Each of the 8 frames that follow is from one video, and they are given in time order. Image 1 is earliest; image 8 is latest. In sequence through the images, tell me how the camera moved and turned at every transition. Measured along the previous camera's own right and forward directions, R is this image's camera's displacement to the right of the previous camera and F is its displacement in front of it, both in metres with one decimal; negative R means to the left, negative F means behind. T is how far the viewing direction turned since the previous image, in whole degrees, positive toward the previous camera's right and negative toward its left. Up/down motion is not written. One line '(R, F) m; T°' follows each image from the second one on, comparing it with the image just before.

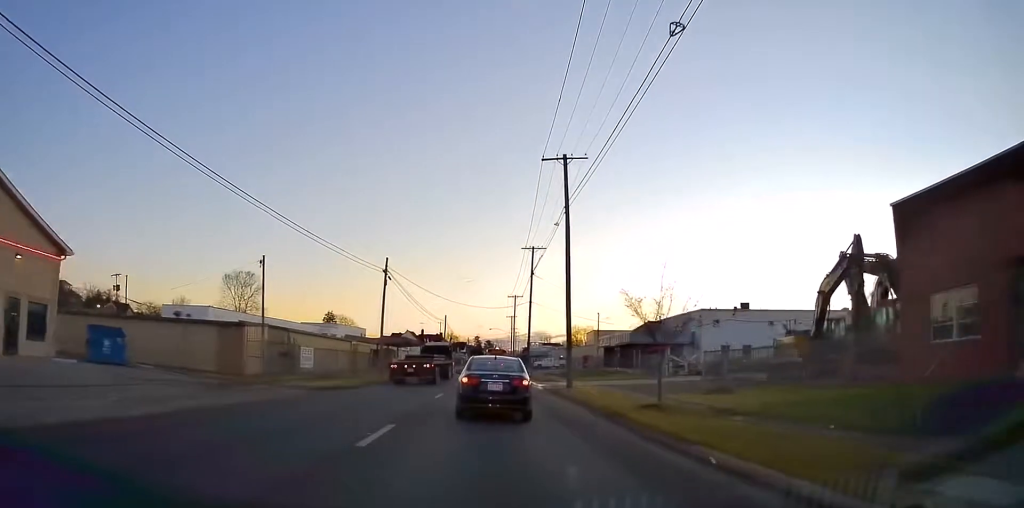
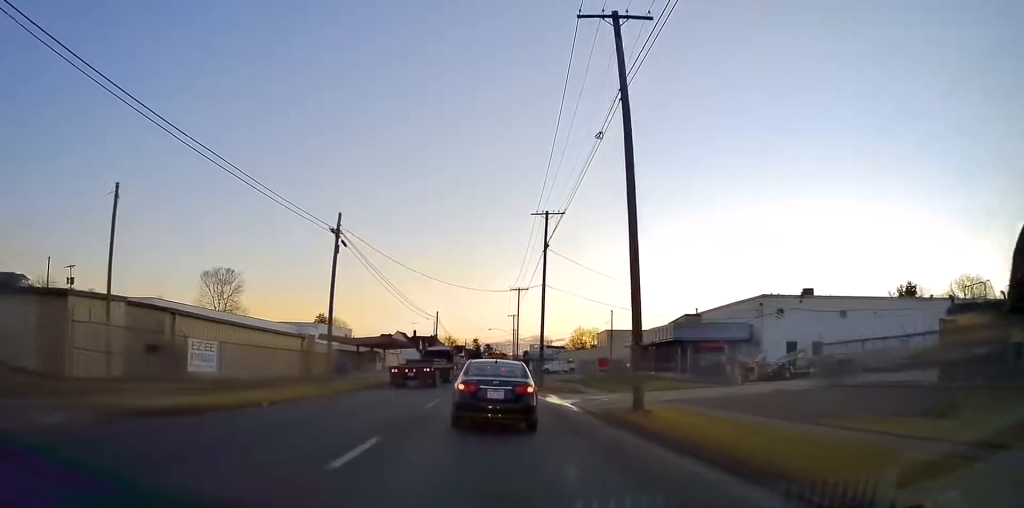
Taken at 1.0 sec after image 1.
(+0.1, +14.5) m; -1°
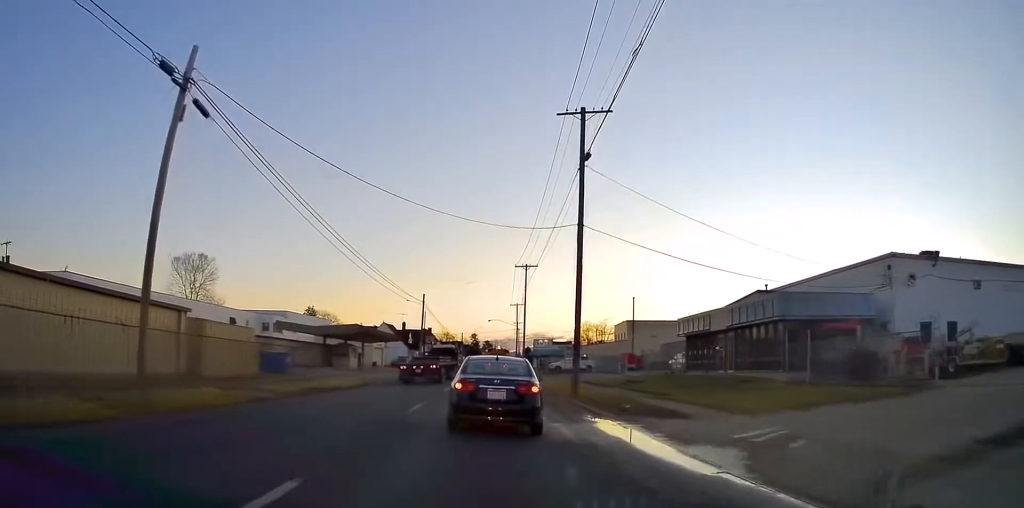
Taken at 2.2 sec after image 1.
(-0.4, +17.4) m; -1°
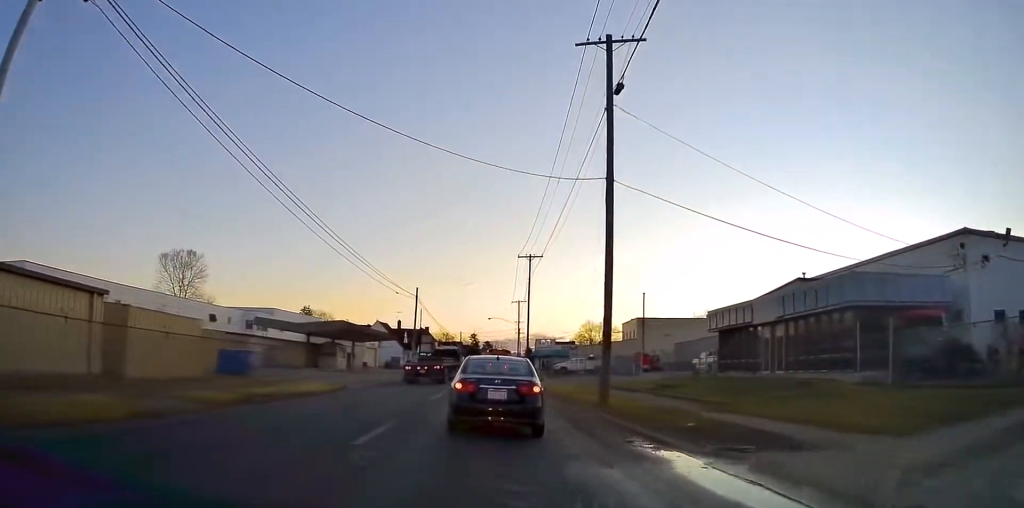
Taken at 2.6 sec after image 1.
(0.0, +6.4) m; 0°
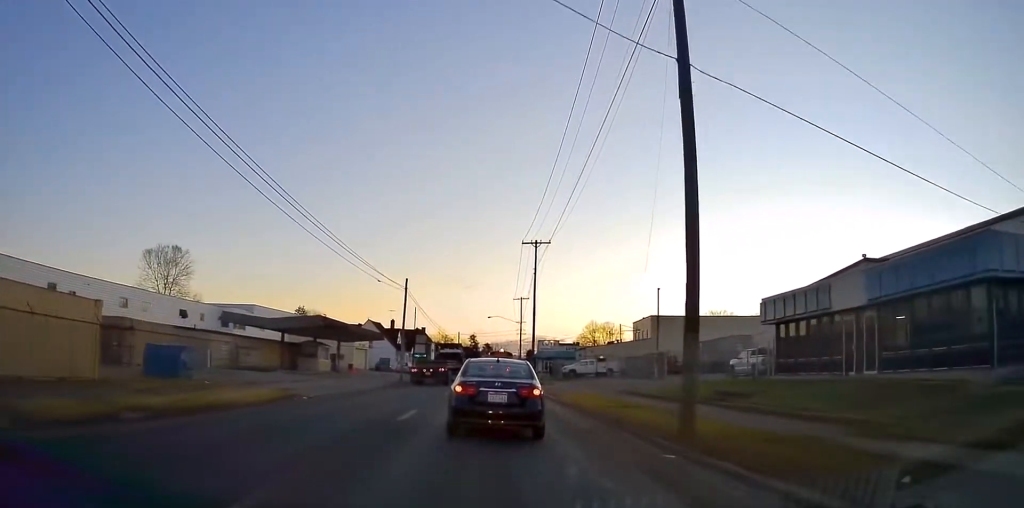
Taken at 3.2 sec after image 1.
(0.0, +8.2) m; 0°
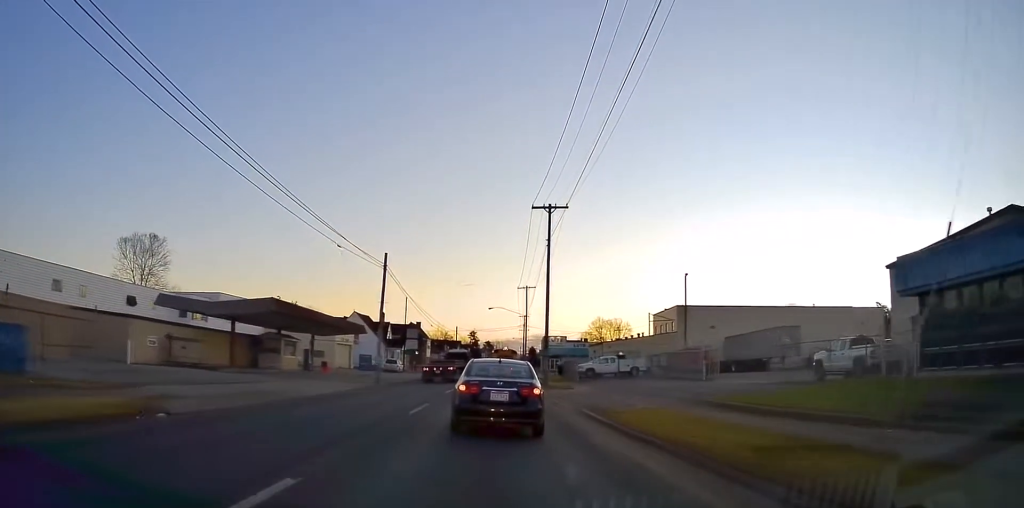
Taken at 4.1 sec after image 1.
(0.0, +11.8) m; +1°
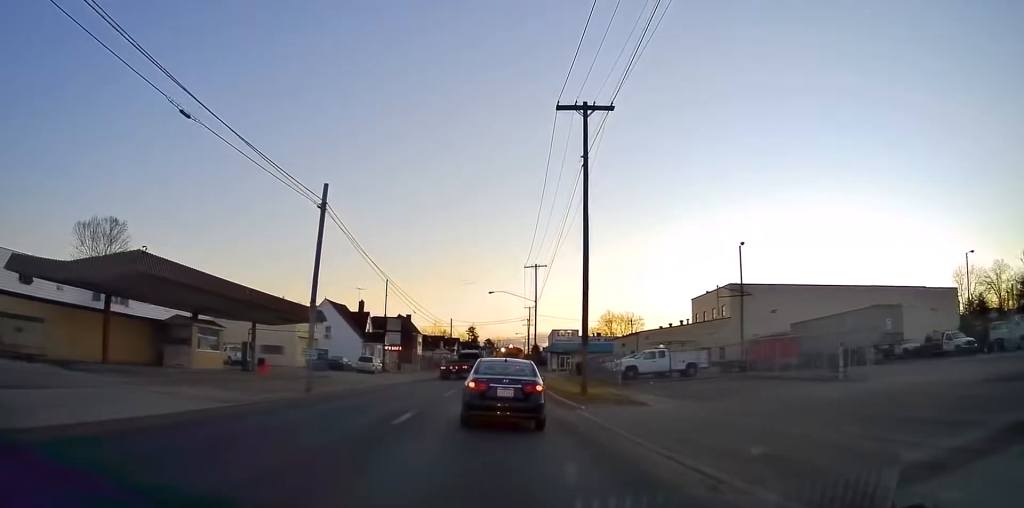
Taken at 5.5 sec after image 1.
(+0.3, +16.0) m; +1°
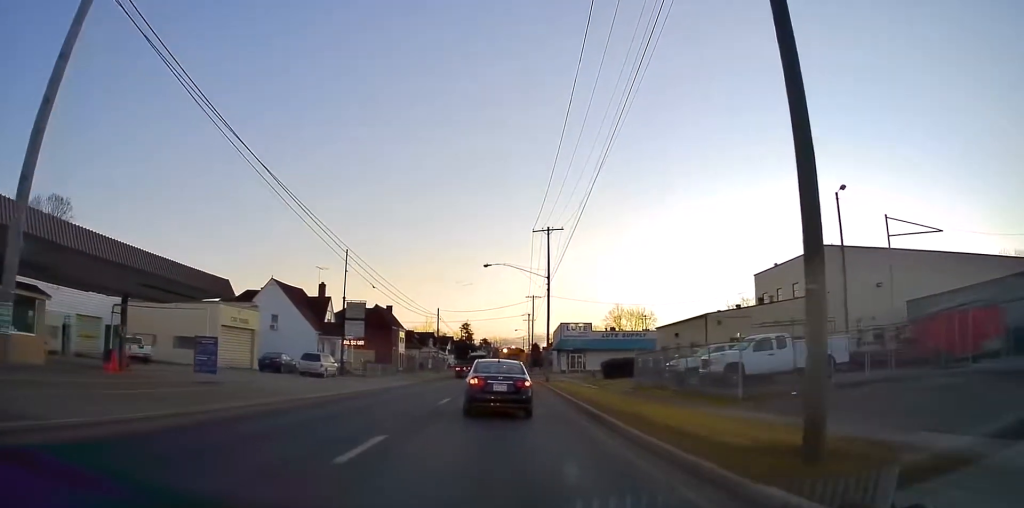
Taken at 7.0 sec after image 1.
(-0.3, +17.6) m; -2°
